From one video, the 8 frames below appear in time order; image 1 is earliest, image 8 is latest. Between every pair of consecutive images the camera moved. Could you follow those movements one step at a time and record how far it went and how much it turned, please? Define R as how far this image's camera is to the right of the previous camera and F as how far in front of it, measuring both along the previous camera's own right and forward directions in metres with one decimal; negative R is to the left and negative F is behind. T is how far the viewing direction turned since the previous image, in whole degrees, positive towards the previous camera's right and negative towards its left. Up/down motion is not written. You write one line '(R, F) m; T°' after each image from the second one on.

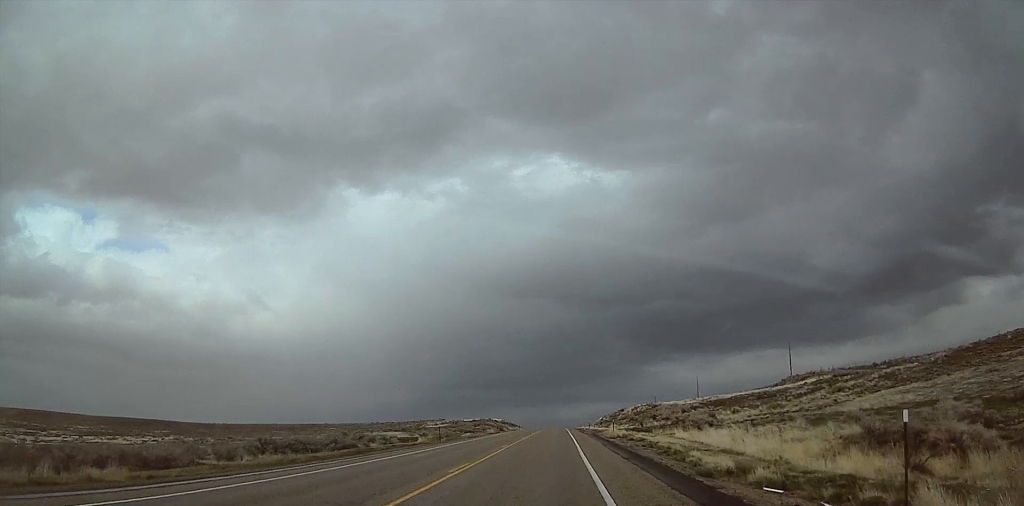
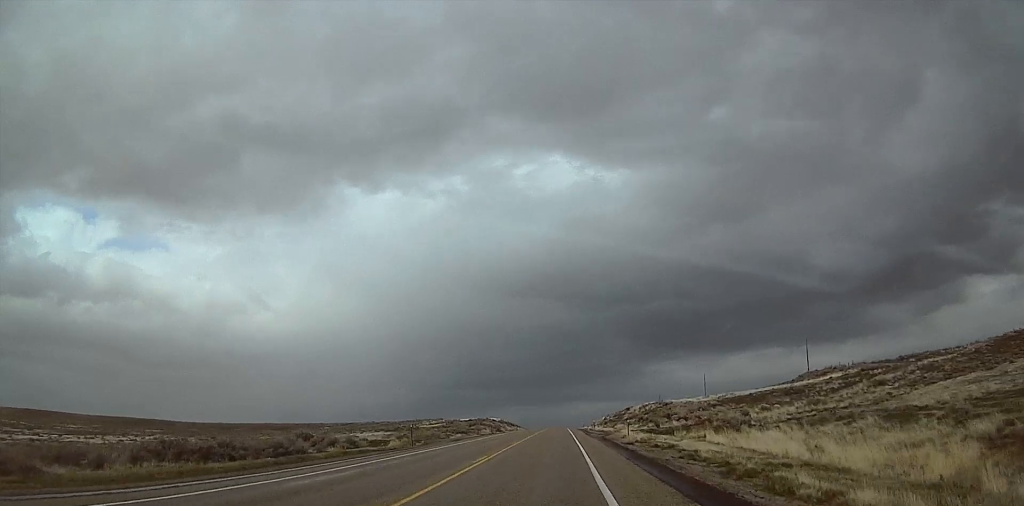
(0.0, +11.2) m; 0°
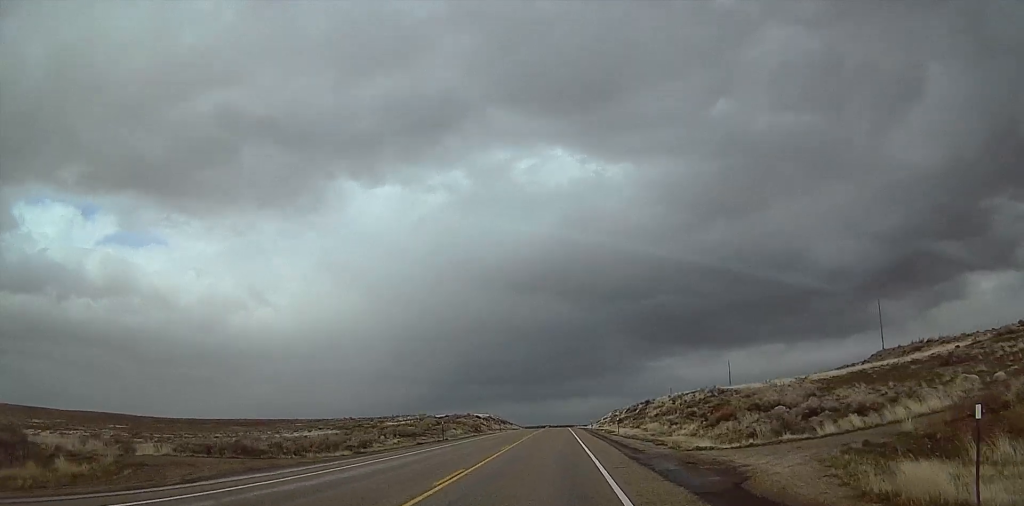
(0.0, +38.6) m; 0°
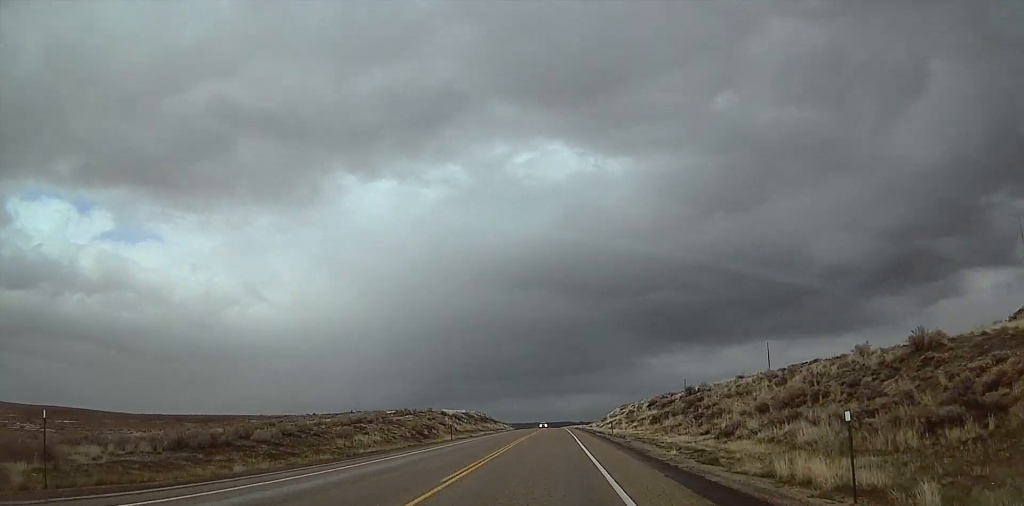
(0.0, +44.6) m; 0°
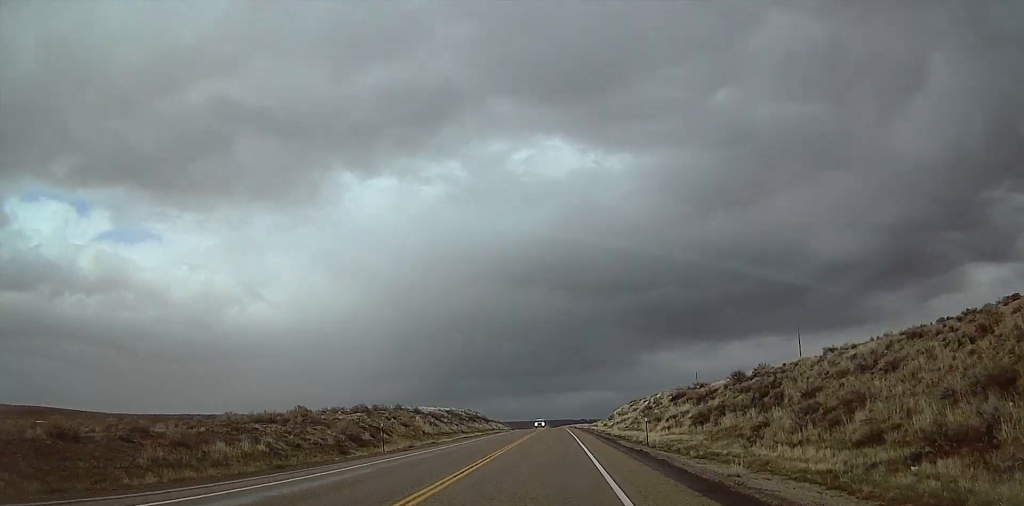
(0.0, +23.1) m; 0°
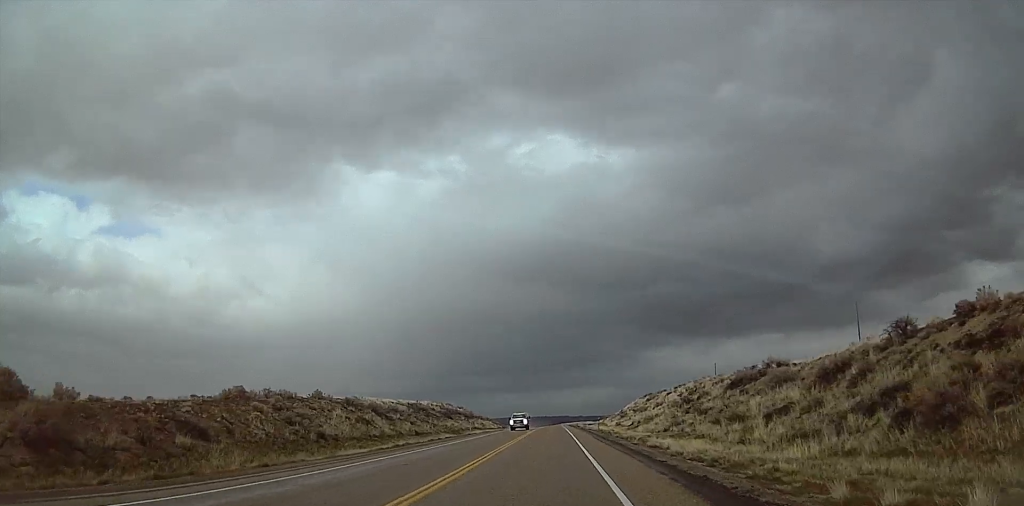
(0.0, +31.9) m; +1°
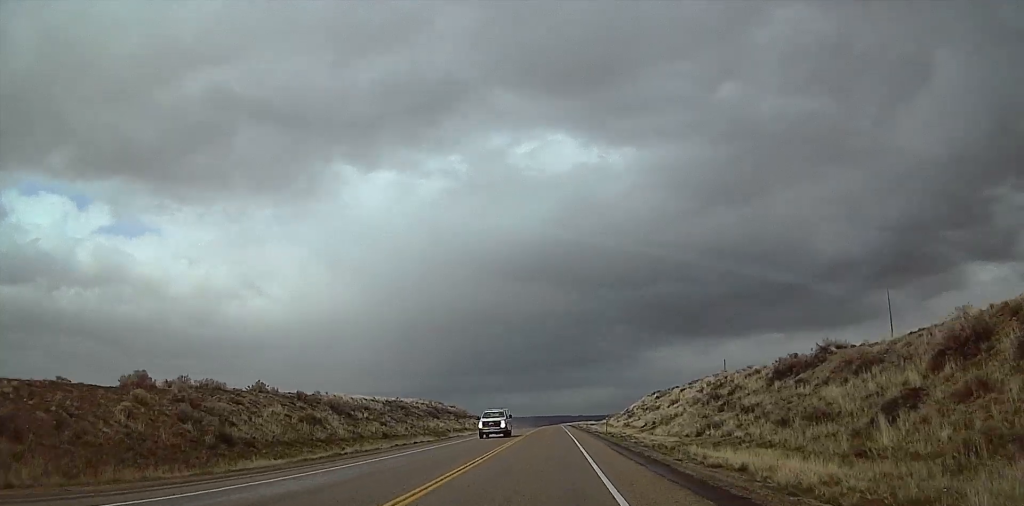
(+0.2, +13.1) m; 0°
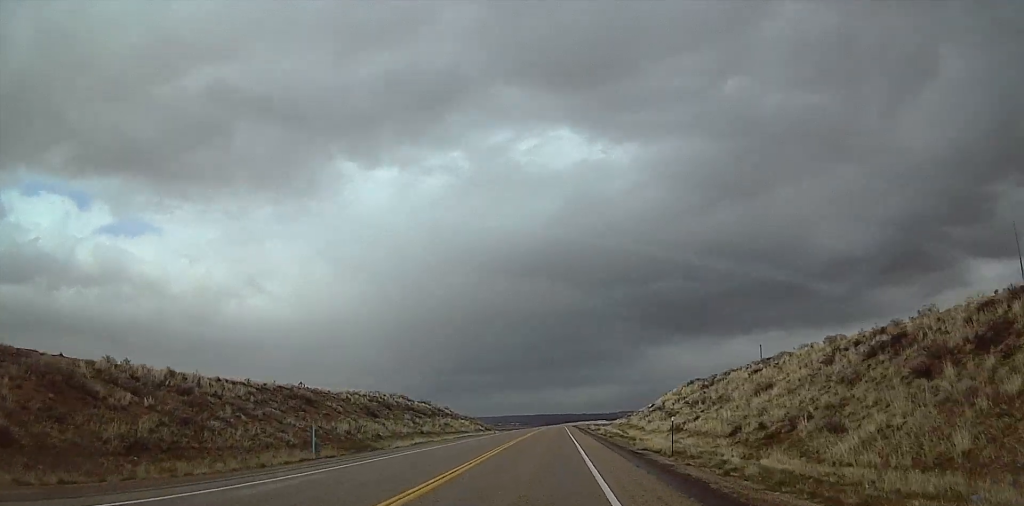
(+0.1, +36.6) m; -1°
